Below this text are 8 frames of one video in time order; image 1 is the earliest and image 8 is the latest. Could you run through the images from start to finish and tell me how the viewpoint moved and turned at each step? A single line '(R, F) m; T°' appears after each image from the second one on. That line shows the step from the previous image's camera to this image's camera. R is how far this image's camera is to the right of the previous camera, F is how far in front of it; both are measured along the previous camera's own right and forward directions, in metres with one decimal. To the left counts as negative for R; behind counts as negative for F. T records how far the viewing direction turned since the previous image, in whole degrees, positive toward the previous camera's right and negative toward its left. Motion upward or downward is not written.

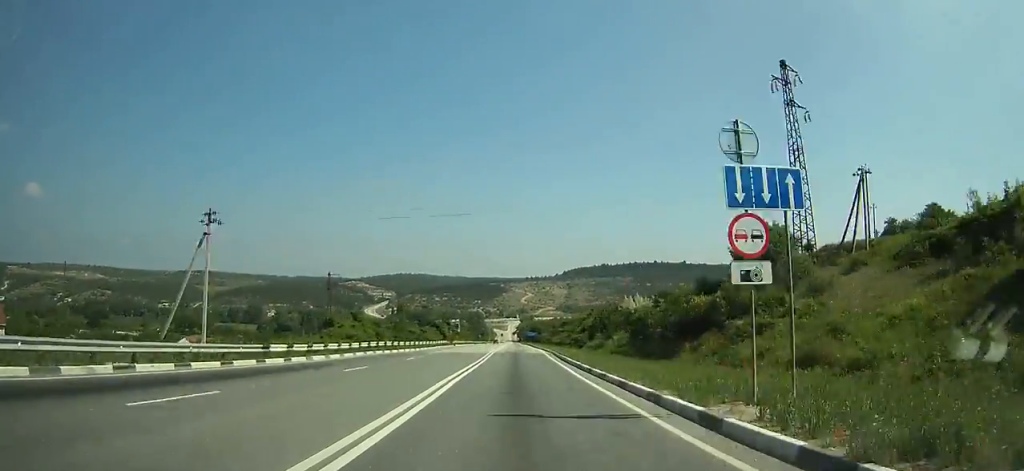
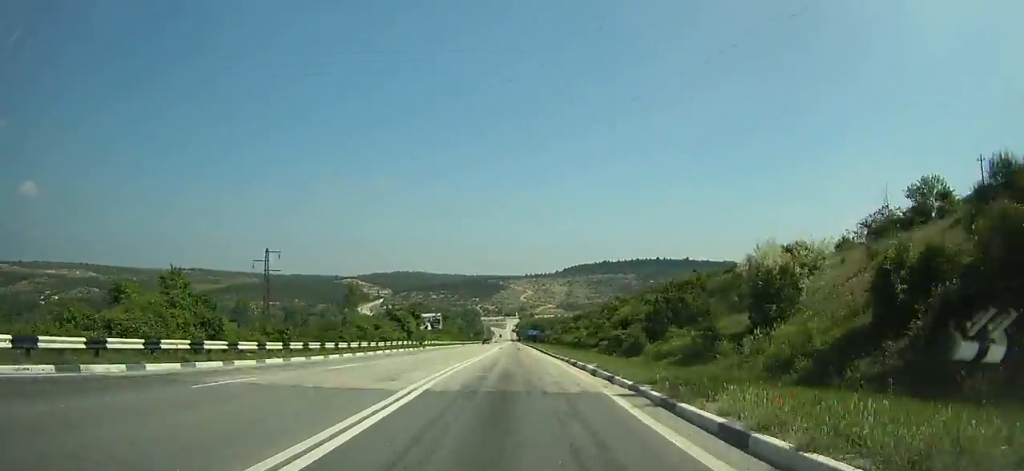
(+0.1, +30.9) m; 0°
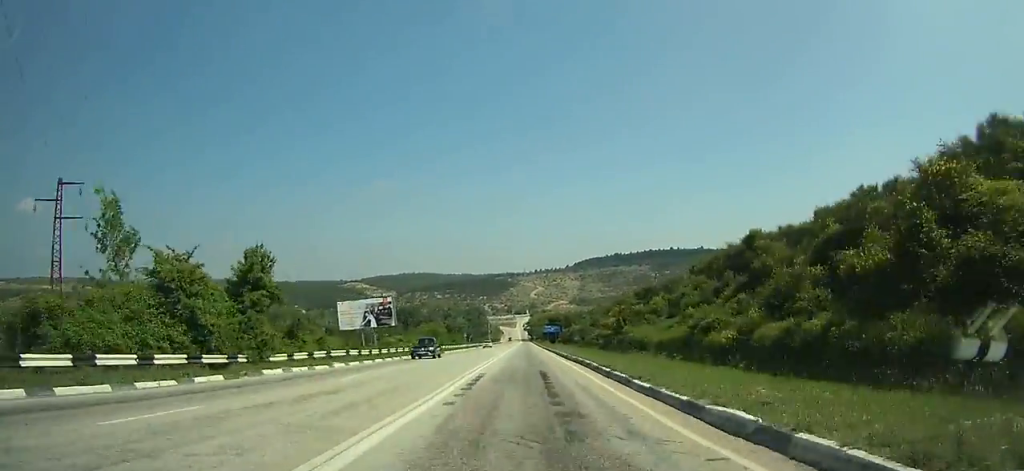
(-0.1, +51.8) m; 0°
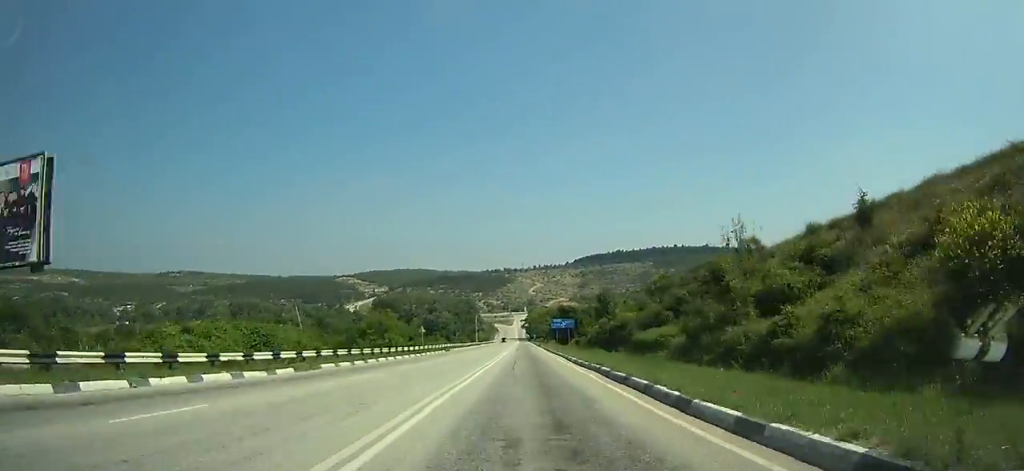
(-0.2, +49.3) m; 0°
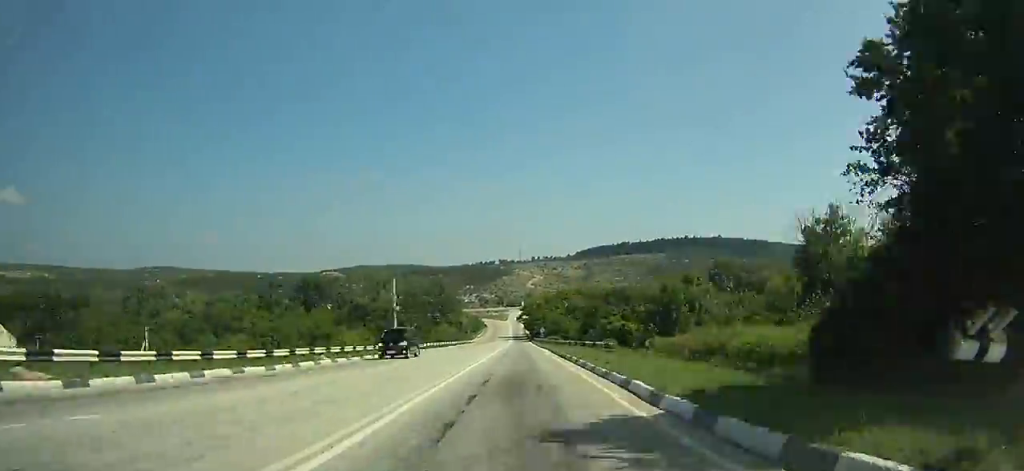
(+0.7, +95.7) m; 0°
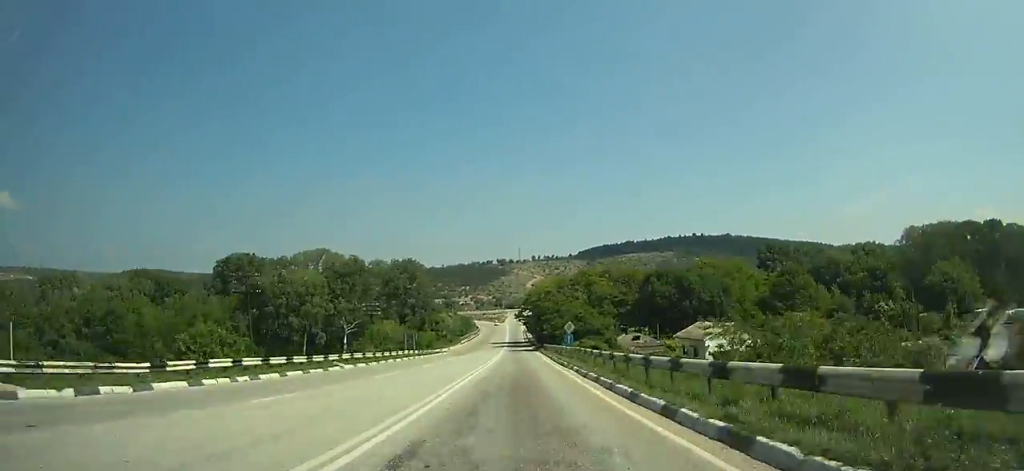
(-0.1, +54.5) m; 0°
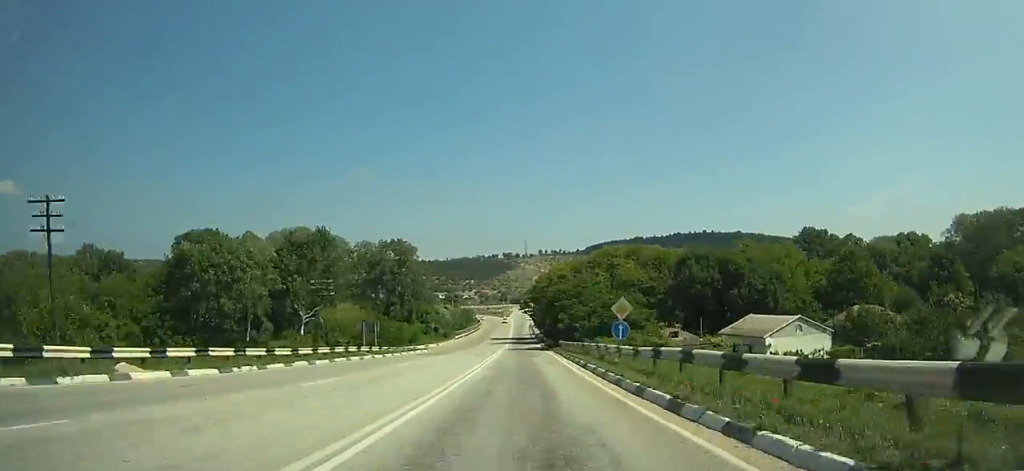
(0.0, +21.8) m; 0°
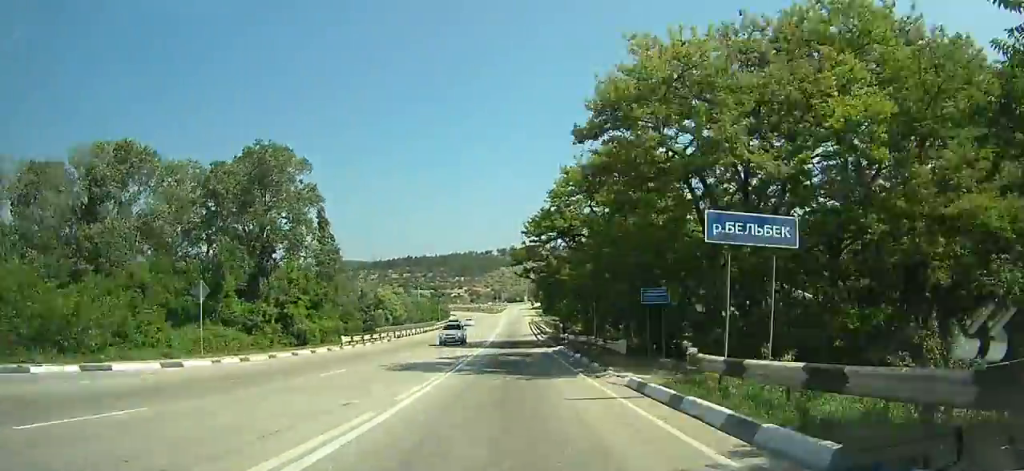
(0.0, +69.4) m; 0°
